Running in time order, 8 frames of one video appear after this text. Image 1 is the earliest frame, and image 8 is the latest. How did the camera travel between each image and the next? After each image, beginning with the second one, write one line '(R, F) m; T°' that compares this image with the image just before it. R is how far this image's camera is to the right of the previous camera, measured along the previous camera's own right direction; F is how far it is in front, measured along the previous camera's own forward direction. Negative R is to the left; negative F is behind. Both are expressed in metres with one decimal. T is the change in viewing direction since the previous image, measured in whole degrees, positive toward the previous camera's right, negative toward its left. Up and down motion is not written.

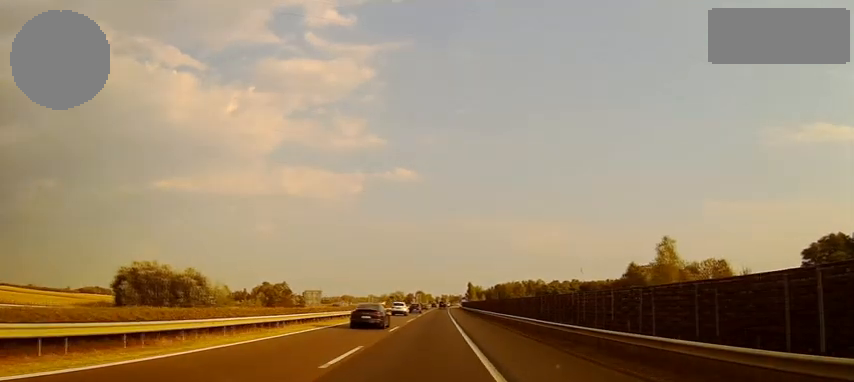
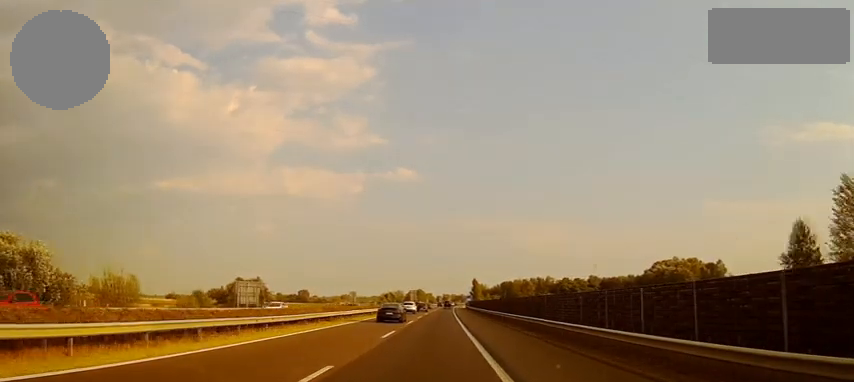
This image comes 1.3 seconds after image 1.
(0.0, +43.5) m; 0°
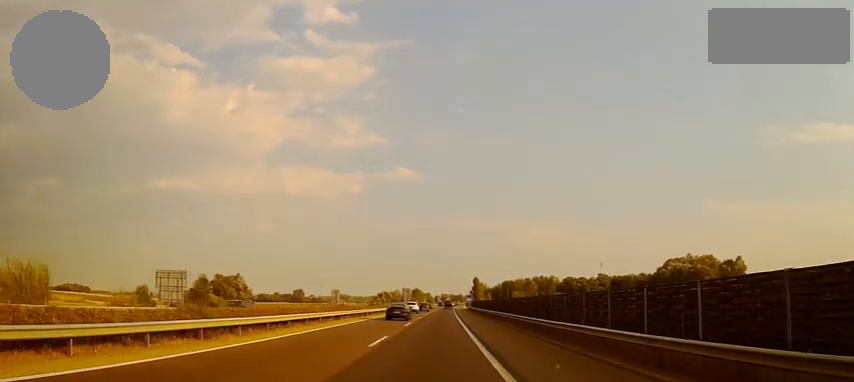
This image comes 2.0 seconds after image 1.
(0.0, +23.7) m; 0°
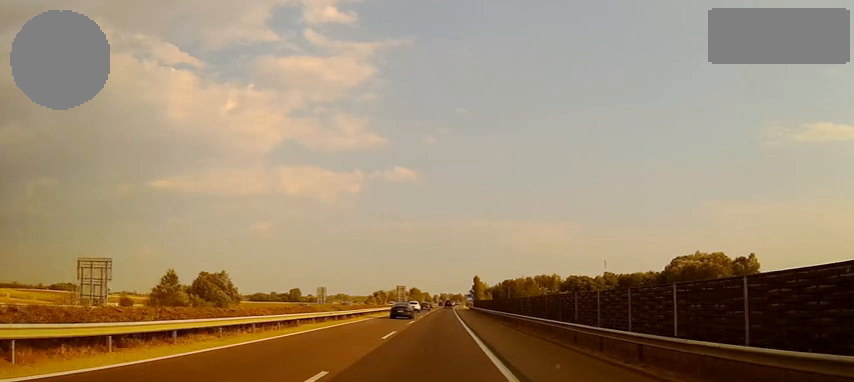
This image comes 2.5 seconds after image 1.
(0.0, +14.5) m; 0°
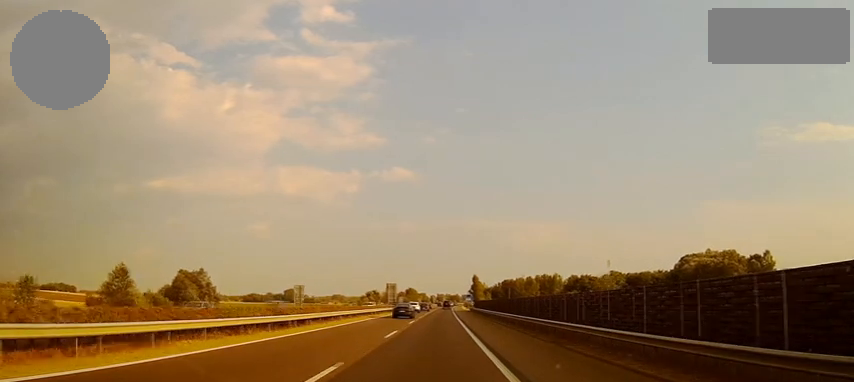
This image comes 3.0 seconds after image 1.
(0.0, +17.1) m; 0°
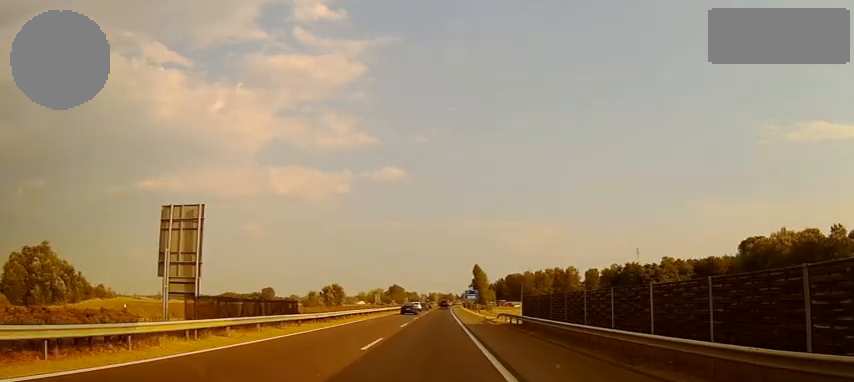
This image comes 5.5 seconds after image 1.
(+0.7, +81.6) m; +1°
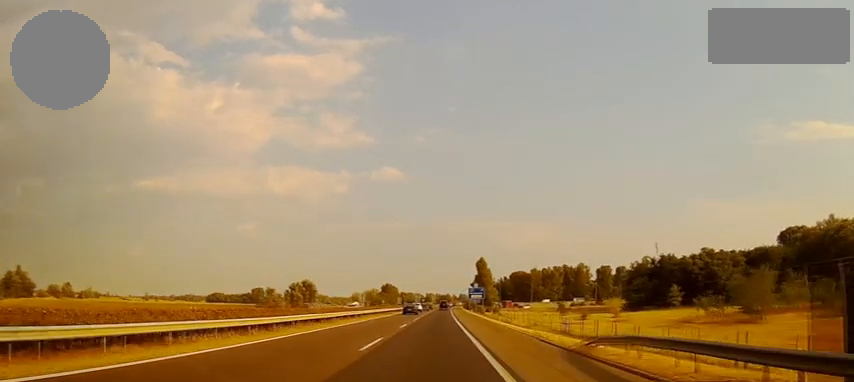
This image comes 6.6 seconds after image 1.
(+0.1, +36.8) m; 0°
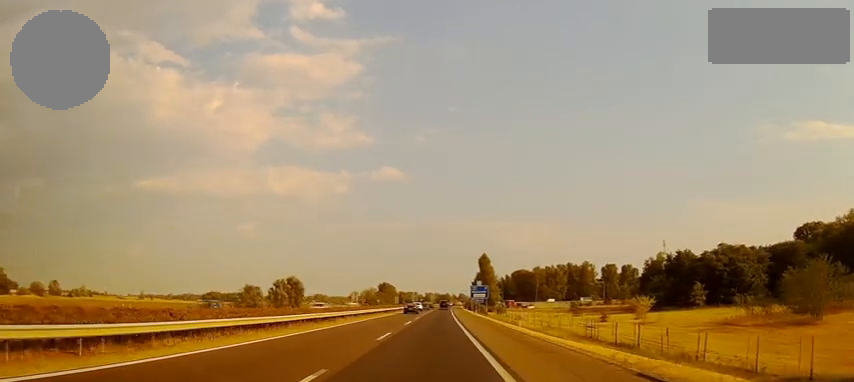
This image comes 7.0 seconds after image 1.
(-0.1, +13.1) m; 0°
